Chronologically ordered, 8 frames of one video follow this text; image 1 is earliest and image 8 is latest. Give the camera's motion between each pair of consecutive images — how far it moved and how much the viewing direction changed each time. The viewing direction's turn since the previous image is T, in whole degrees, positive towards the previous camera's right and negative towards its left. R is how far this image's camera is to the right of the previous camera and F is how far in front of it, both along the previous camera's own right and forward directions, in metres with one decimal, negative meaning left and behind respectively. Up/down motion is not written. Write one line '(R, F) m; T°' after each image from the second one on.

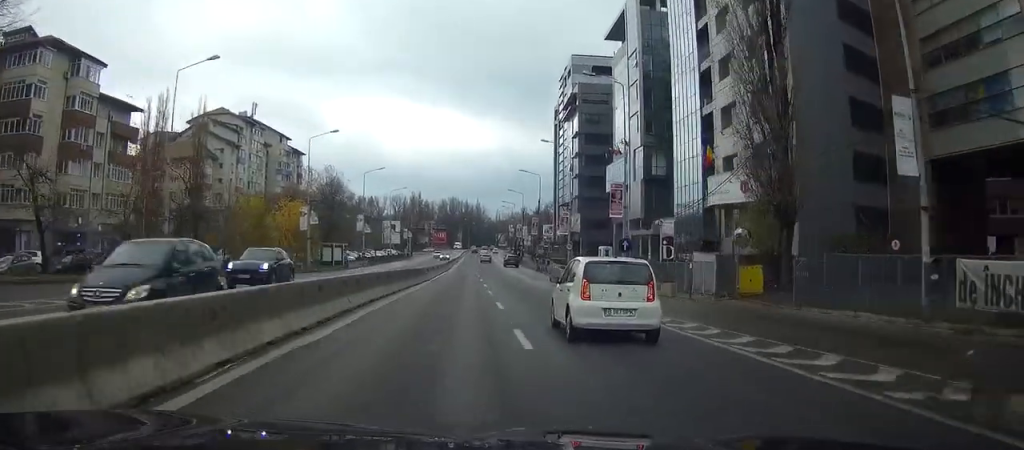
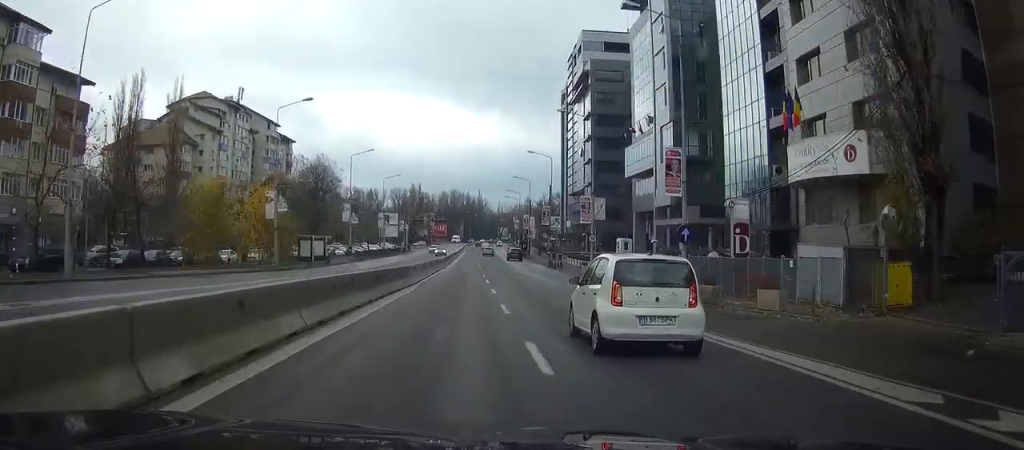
(0.0, +11.3) m; 0°
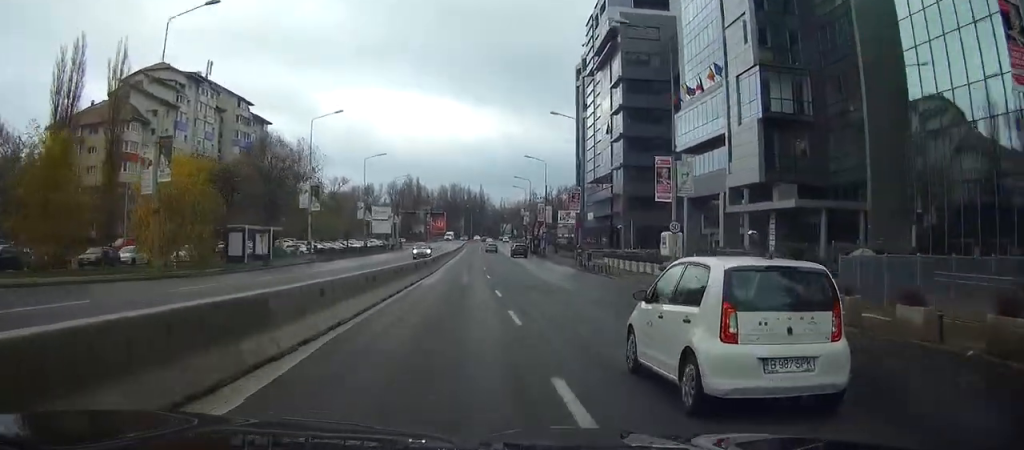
(0.0, +21.3) m; 0°
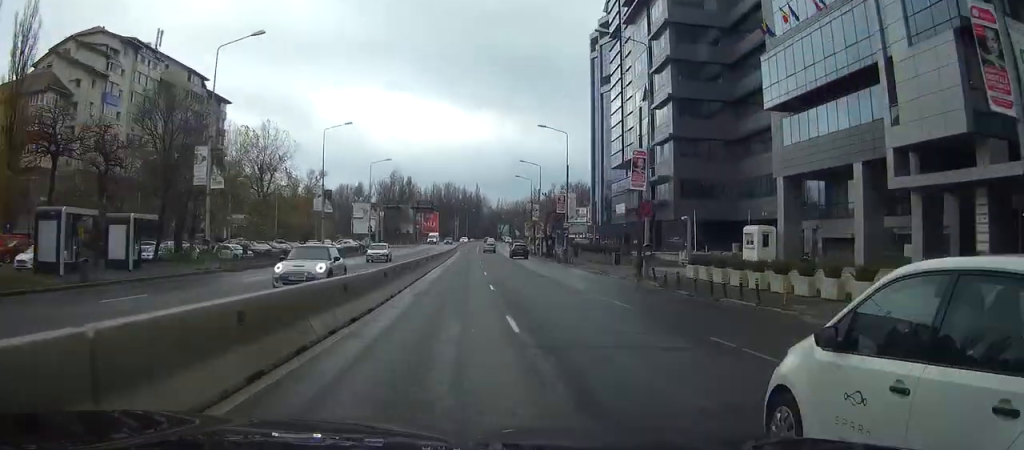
(0.0, +22.9) m; 0°
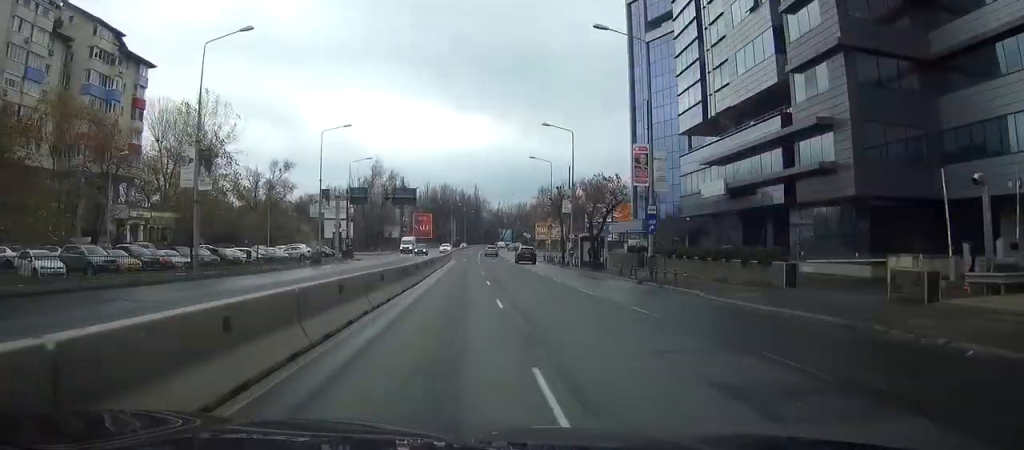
(+0.2, +30.9) m; 0°
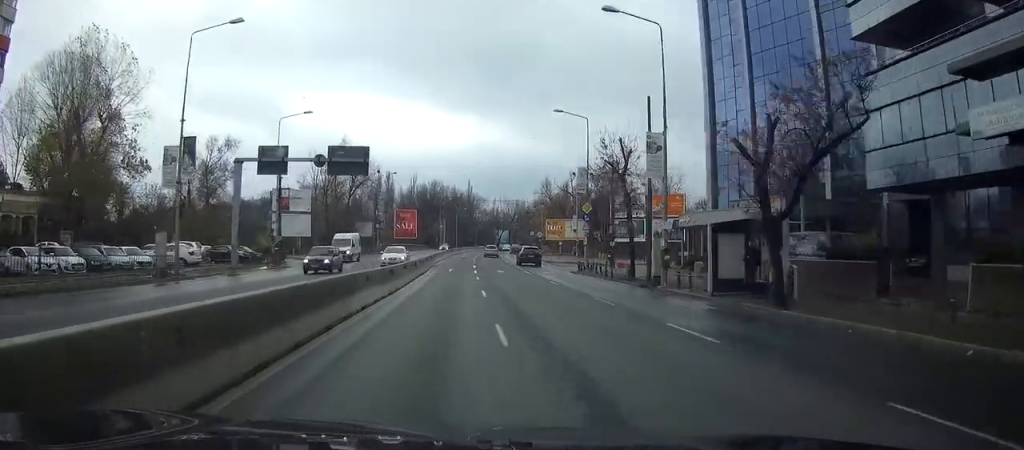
(0.0, +31.1) m; 0°
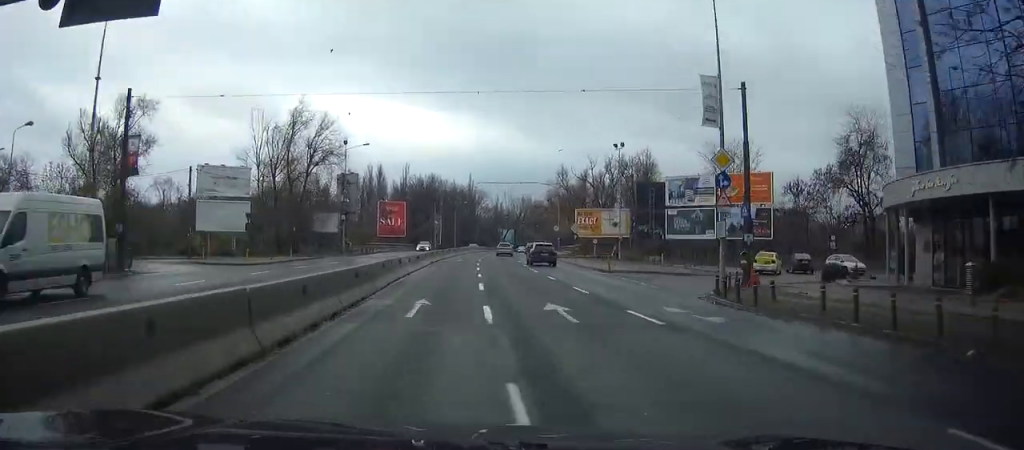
(+0.1, +30.4) m; +1°
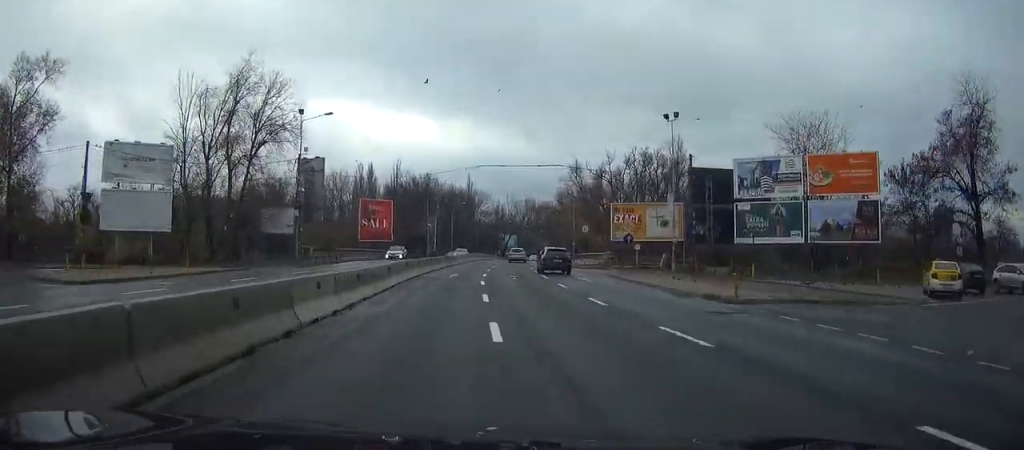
(+0.1, +21.1) m; +1°
